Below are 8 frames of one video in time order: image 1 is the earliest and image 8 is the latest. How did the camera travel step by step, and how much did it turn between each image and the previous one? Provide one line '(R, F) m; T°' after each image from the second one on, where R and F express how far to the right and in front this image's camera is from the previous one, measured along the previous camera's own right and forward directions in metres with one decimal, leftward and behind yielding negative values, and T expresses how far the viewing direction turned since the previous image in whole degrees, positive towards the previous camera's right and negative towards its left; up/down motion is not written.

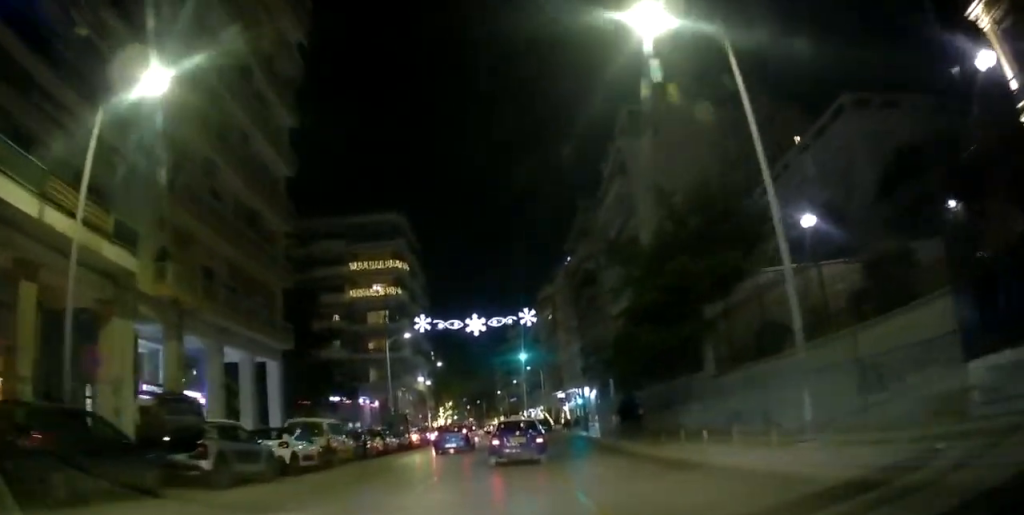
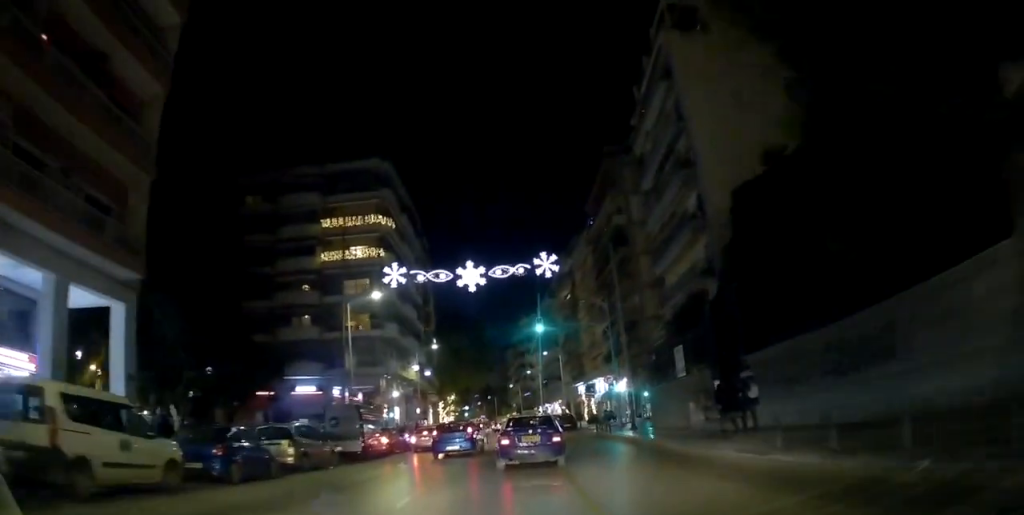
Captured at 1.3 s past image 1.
(-0.8, +13.7) m; -6°
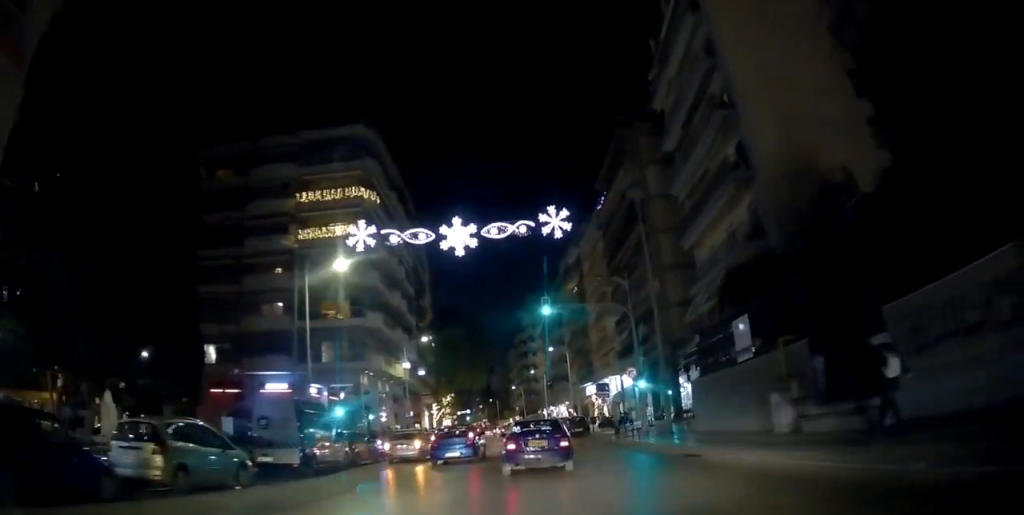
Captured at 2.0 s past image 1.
(-0.1, +7.9) m; -5°
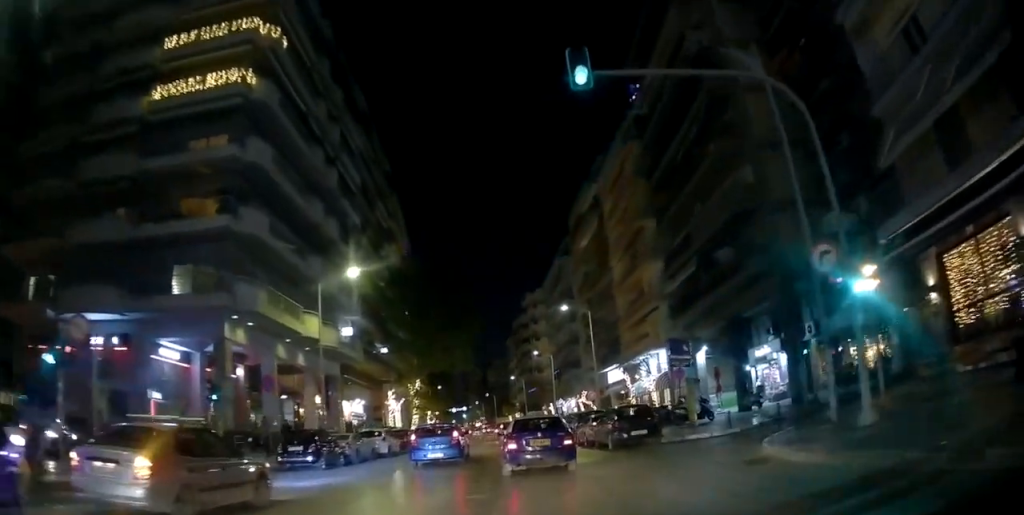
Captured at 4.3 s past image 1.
(-1.8, +23.3) m; -4°
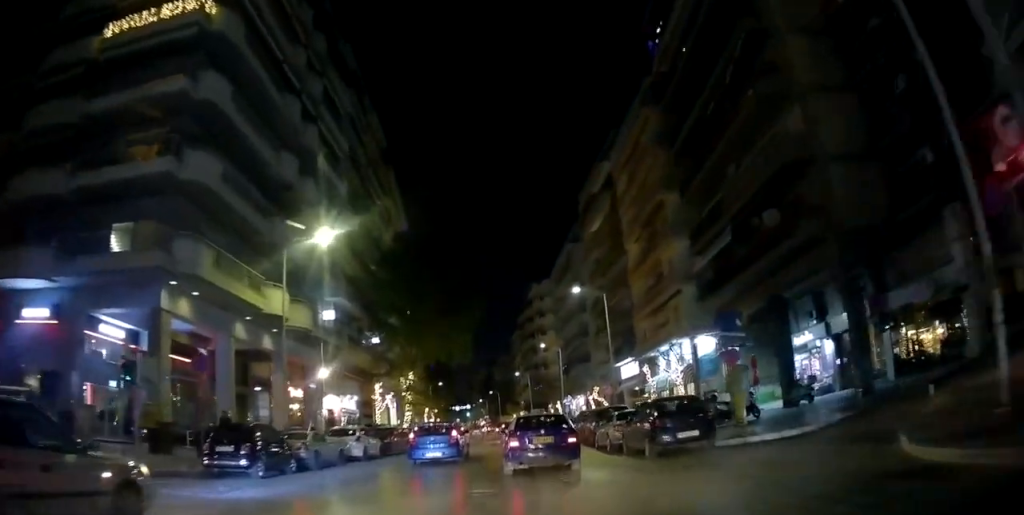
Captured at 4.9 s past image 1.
(-0.1, +5.8) m; +1°
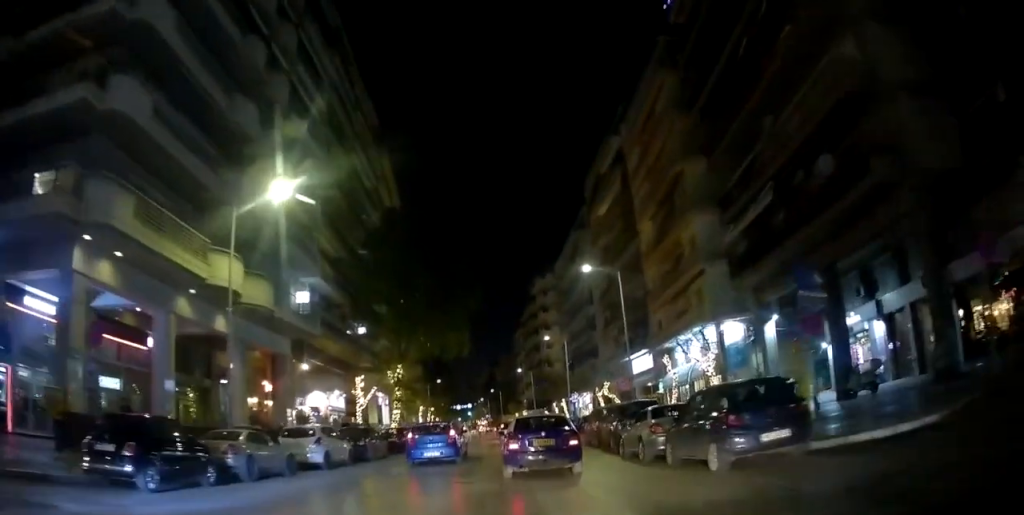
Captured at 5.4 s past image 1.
(+0.1, +4.9) m; +1°
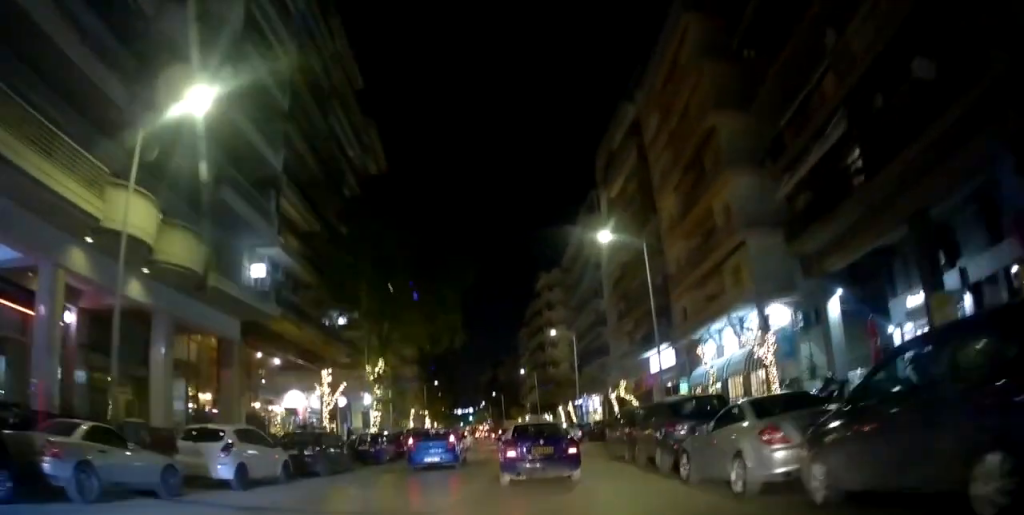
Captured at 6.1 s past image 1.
(+0.1, +6.1) m; 0°
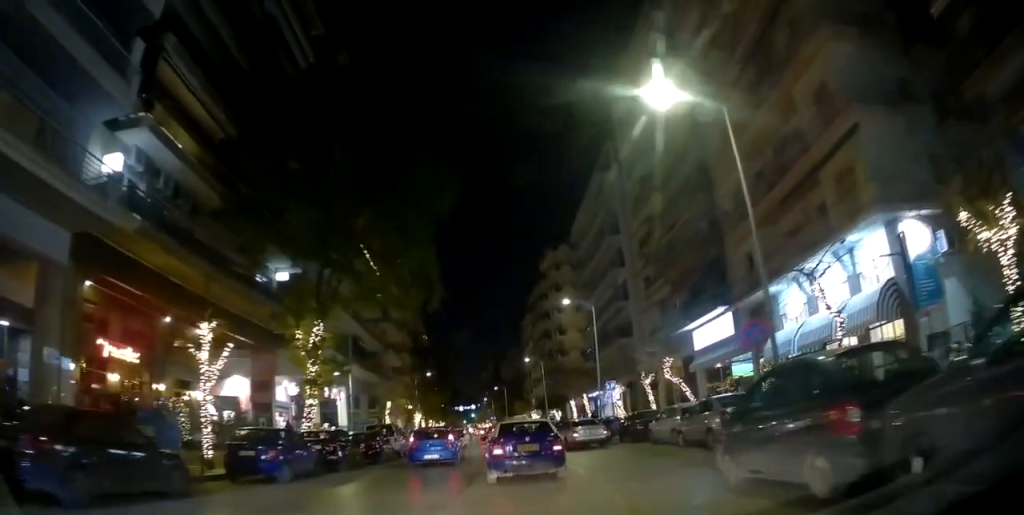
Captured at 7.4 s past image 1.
(-0.3, +10.8) m; -2°
